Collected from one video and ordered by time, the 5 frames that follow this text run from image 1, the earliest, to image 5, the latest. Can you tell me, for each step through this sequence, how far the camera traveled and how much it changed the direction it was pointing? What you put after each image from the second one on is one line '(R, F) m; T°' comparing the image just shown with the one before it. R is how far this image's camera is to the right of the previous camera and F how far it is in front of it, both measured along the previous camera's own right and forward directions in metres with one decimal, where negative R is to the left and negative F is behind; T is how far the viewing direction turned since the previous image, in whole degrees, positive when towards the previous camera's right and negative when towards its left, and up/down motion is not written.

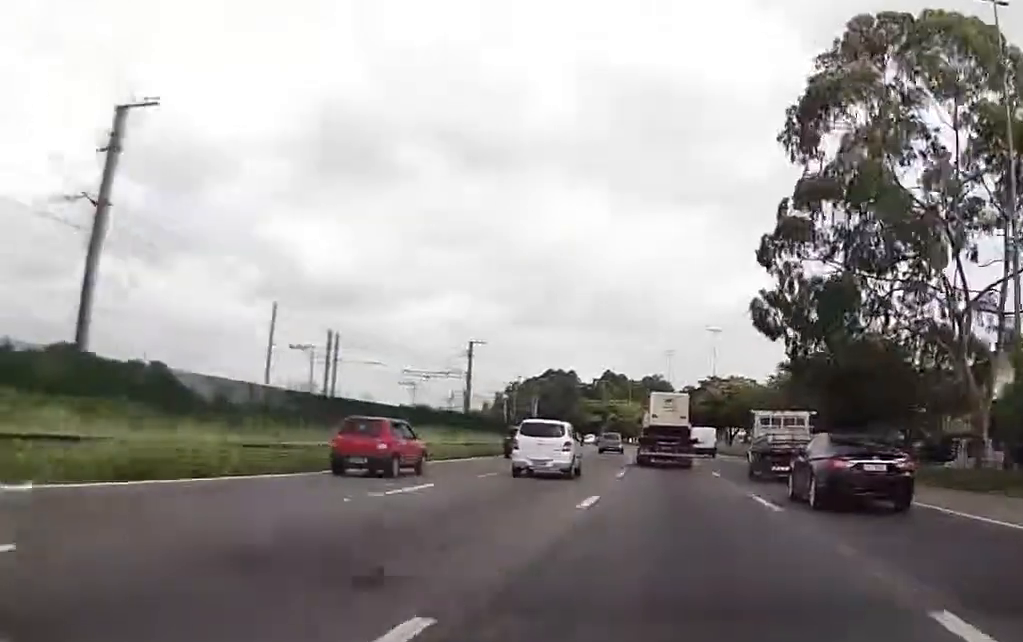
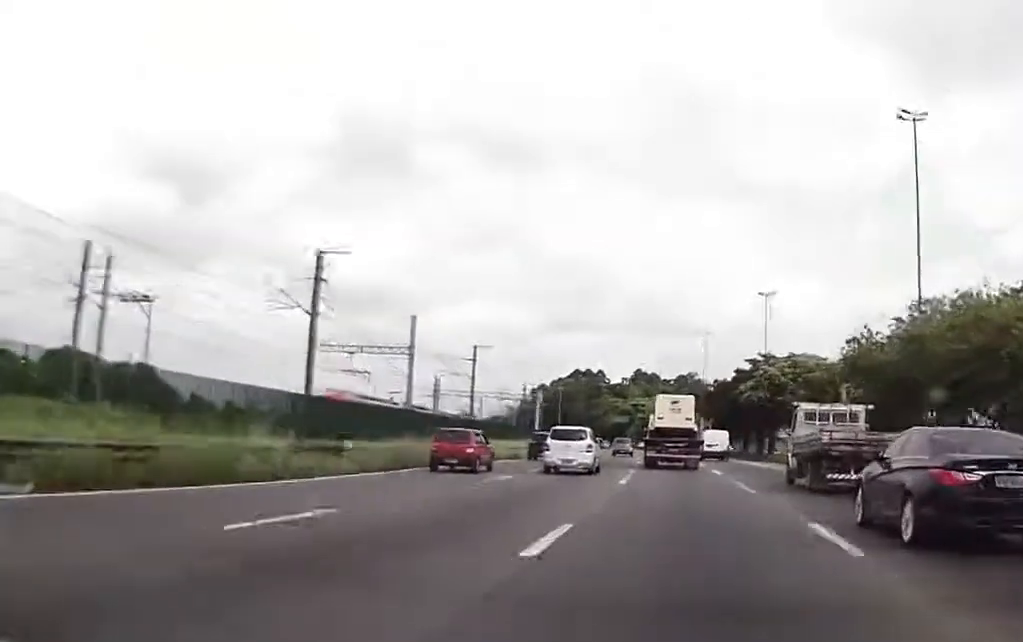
(-1.3, +33.0) m; -4°
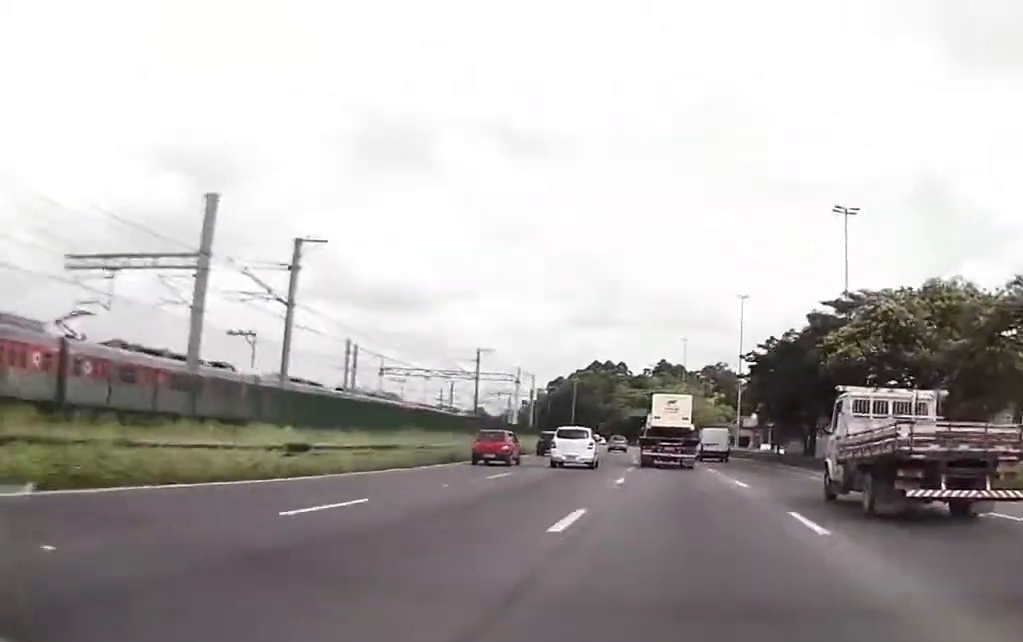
(+0.2, +34.3) m; 0°
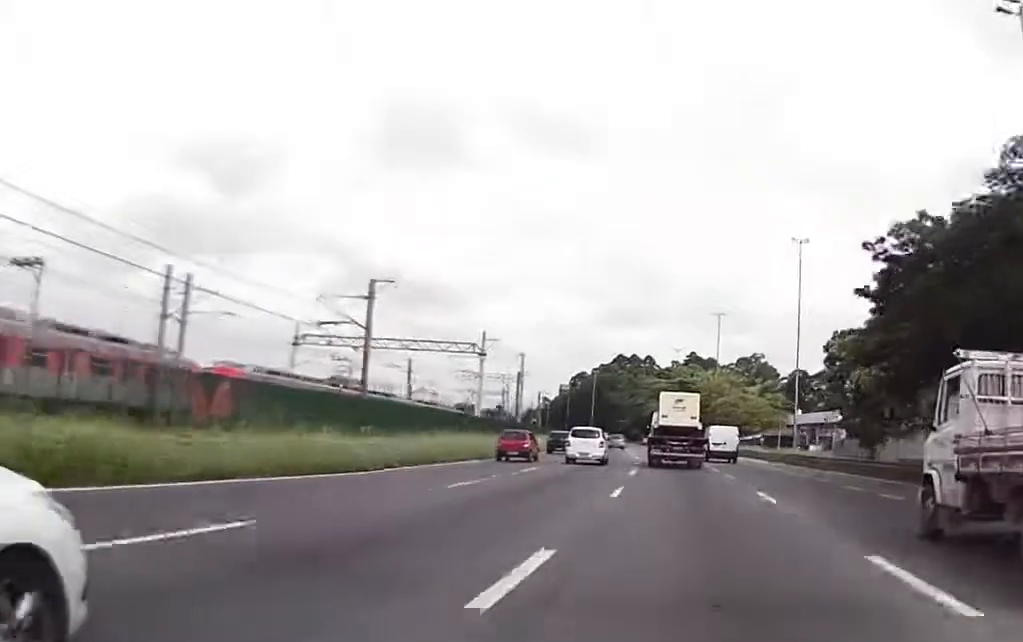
(-1.1, +30.1) m; -3°
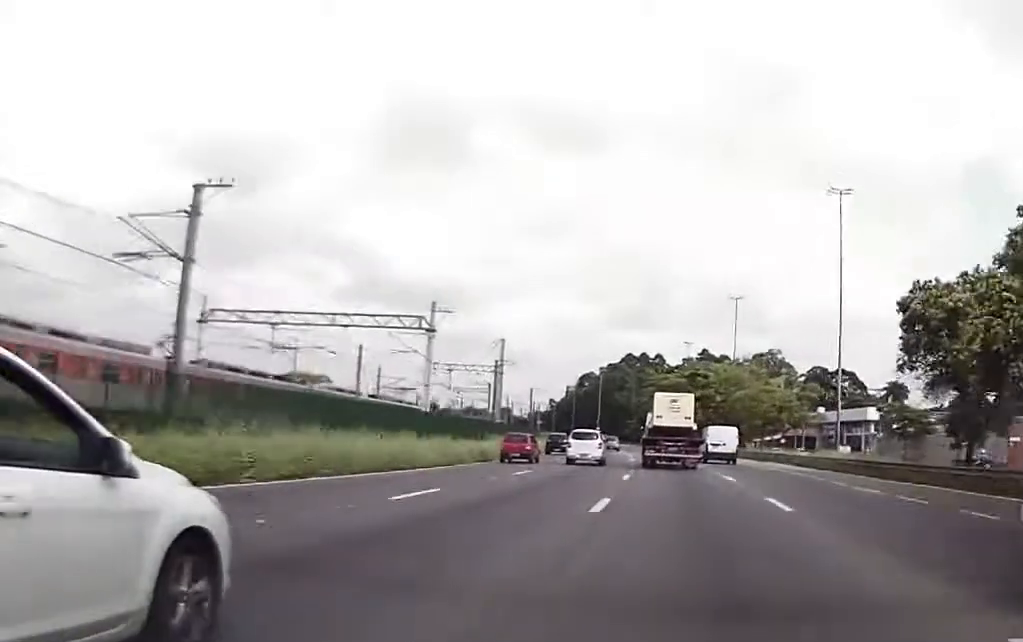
(-0.1, +16.7) m; -1°
